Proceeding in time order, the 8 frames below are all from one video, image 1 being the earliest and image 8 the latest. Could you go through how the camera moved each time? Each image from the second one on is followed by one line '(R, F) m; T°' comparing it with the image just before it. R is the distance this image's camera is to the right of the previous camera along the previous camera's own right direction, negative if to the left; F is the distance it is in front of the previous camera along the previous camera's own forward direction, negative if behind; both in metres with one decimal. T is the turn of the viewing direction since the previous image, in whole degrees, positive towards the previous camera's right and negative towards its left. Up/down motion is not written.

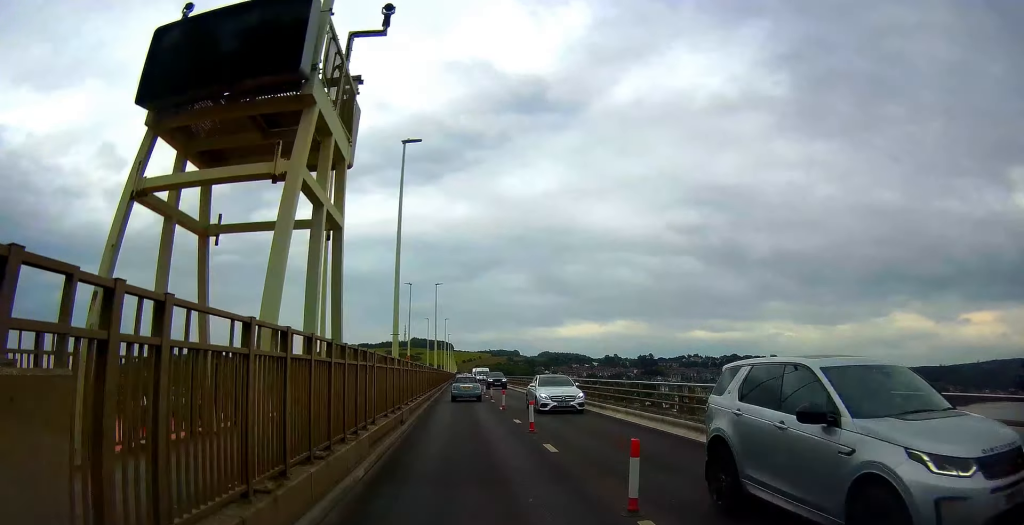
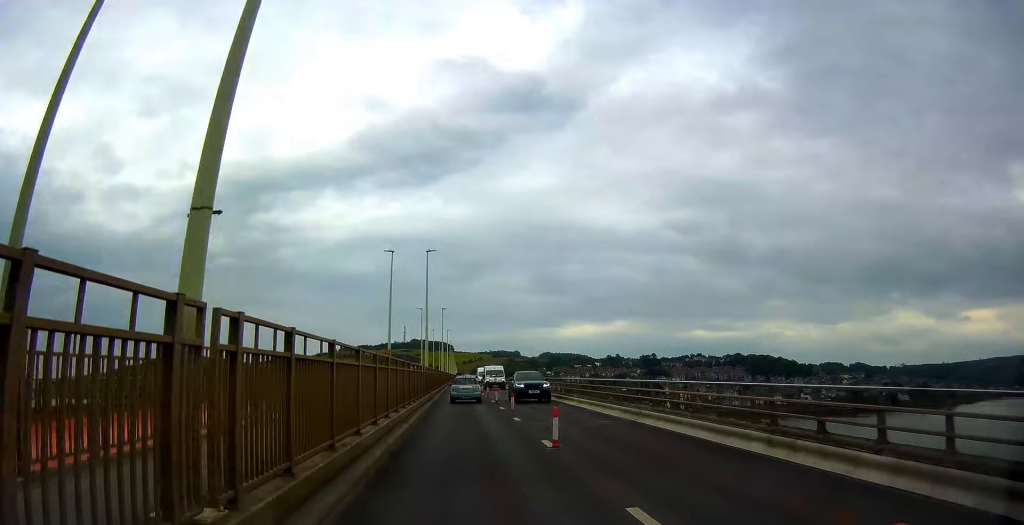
(0.0, +13.3) m; 0°
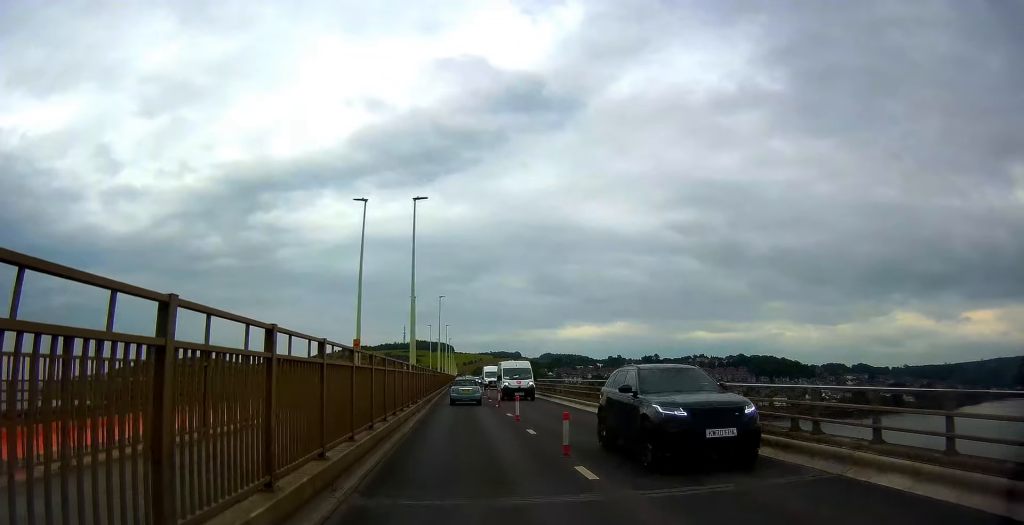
(0.0, +10.6) m; +1°
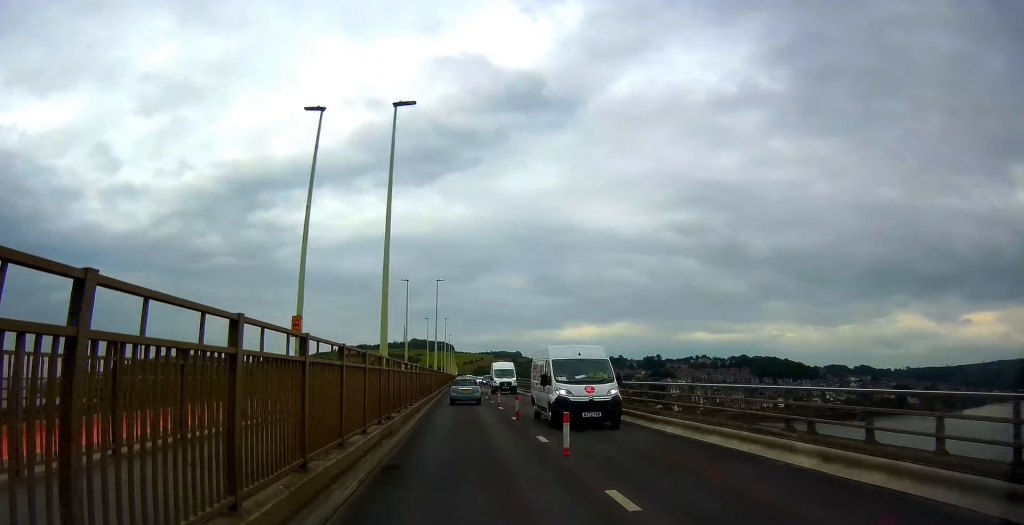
(+0.1, +9.3) m; +1°
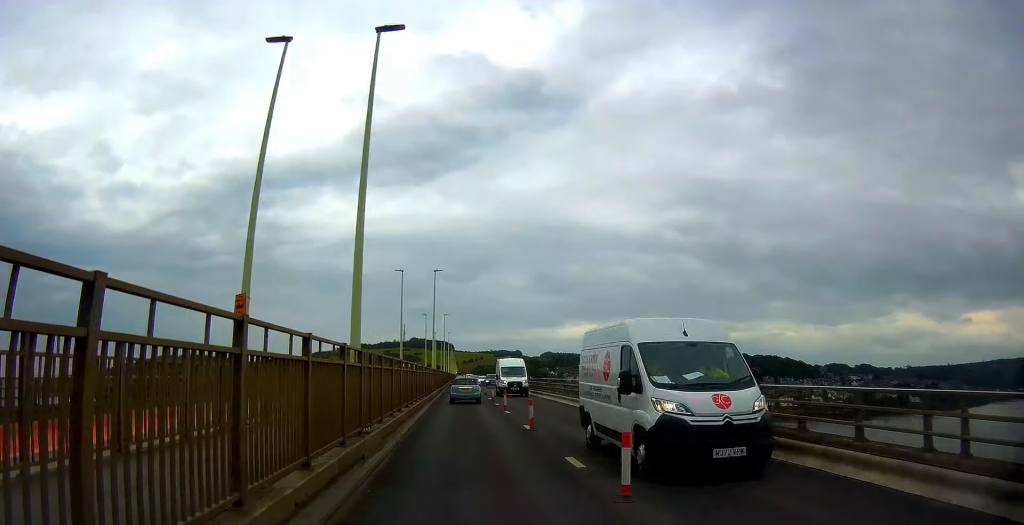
(0.0, +4.3) m; 0°
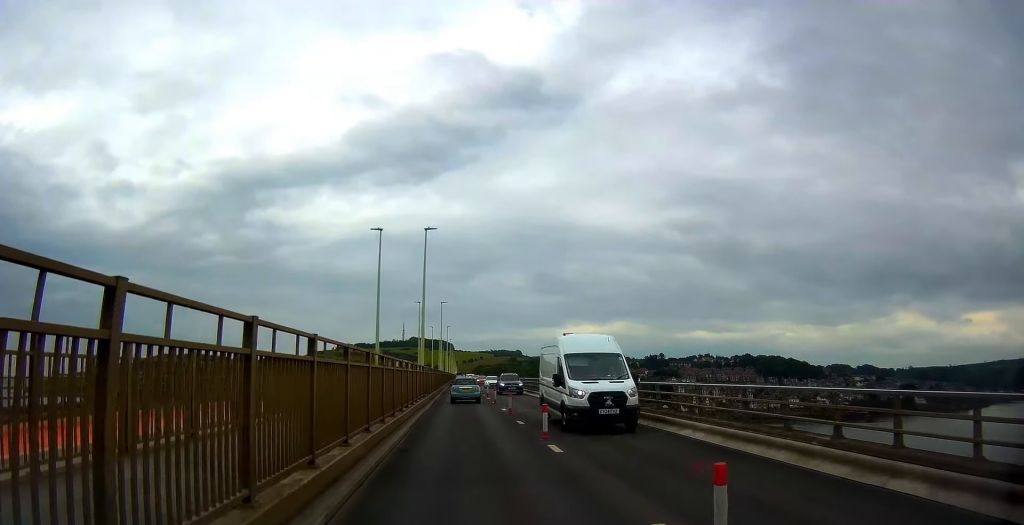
(0.0, +12.3) m; -2°
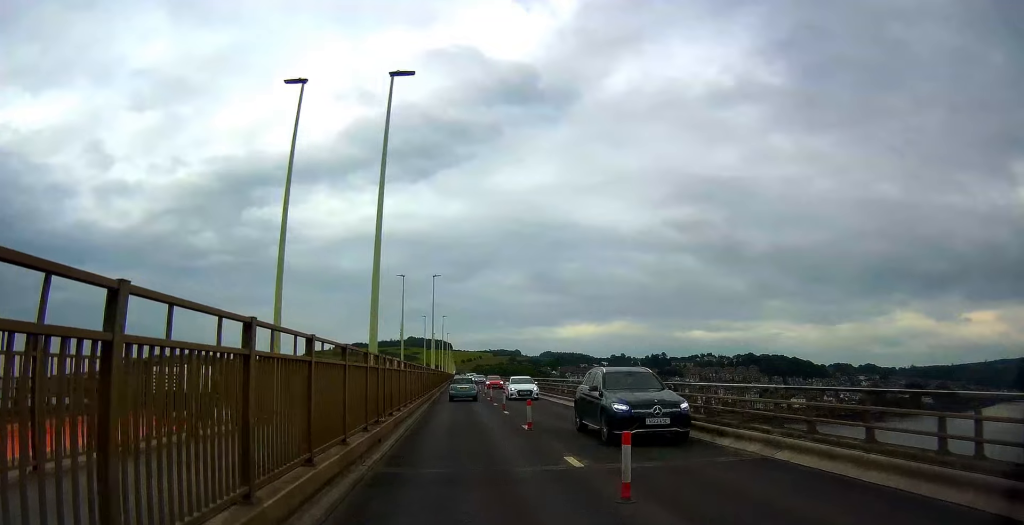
(-0.7, +15.8) m; 0°
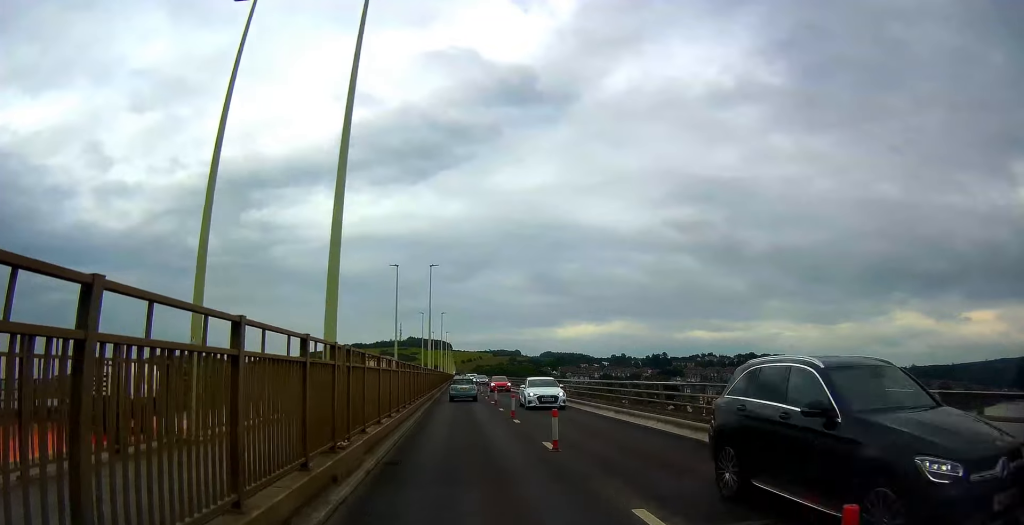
(+0.3, +4.4) m; +2°
